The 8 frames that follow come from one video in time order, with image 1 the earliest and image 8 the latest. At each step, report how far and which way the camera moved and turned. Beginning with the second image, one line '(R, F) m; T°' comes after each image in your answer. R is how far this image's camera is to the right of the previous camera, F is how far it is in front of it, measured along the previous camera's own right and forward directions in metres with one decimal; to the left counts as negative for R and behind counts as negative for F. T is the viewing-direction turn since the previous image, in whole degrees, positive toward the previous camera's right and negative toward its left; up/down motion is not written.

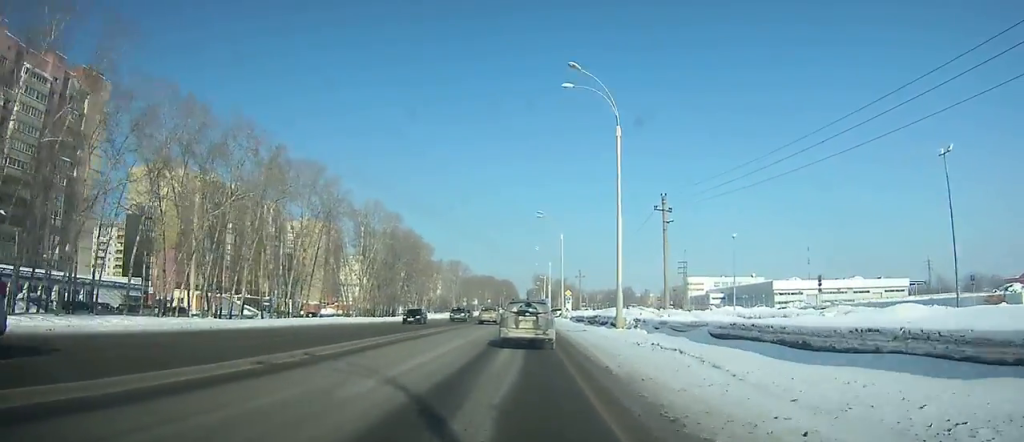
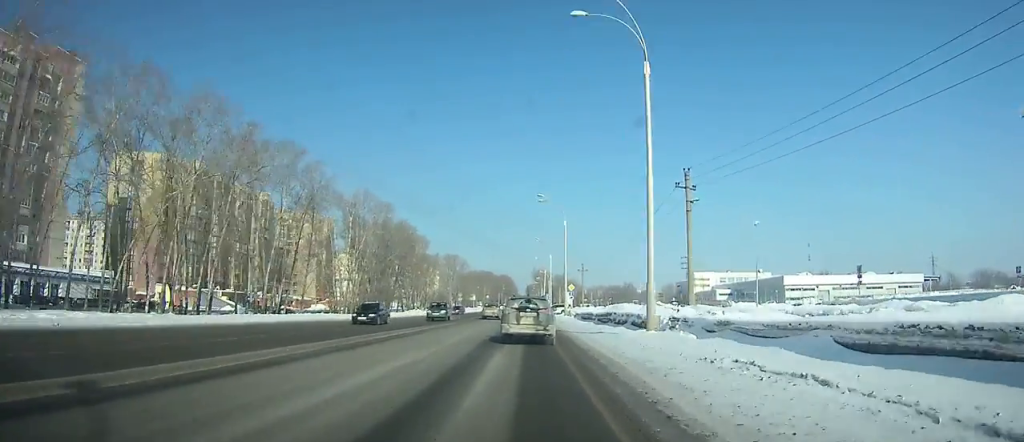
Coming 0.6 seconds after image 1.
(0.0, +5.8) m; 0°
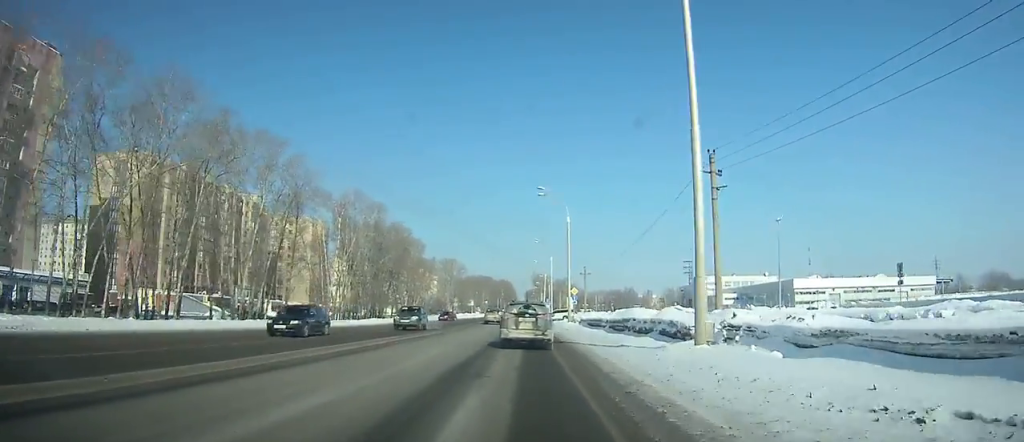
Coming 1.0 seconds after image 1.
(0.0, +4.8) m; 0°
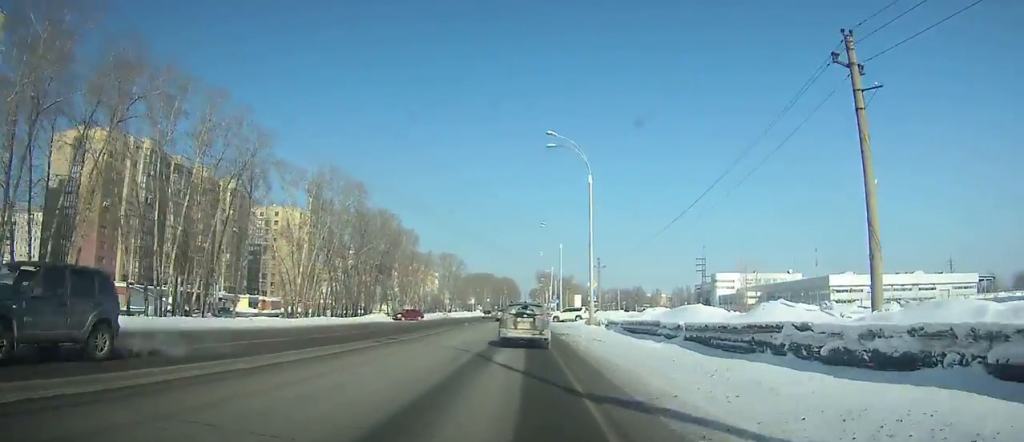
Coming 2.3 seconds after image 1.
(0.0, +12.4) m; 0°
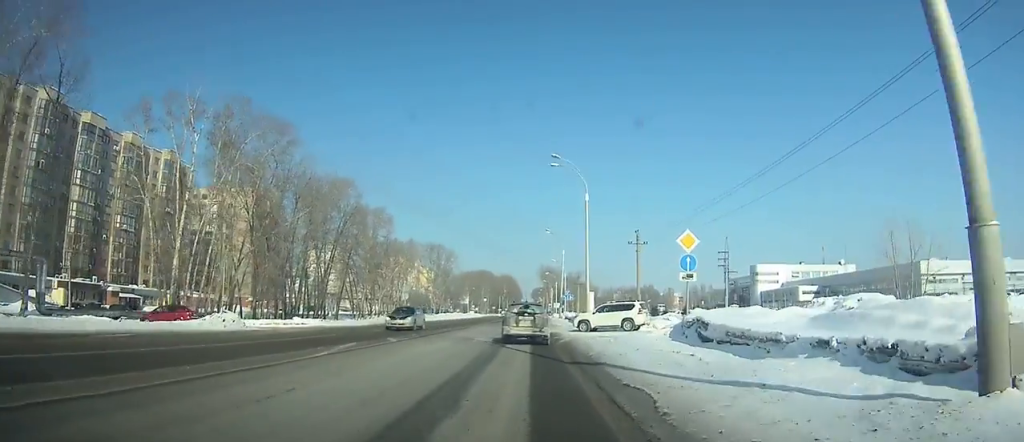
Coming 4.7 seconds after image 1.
(0.0, +23.9) m; 0°
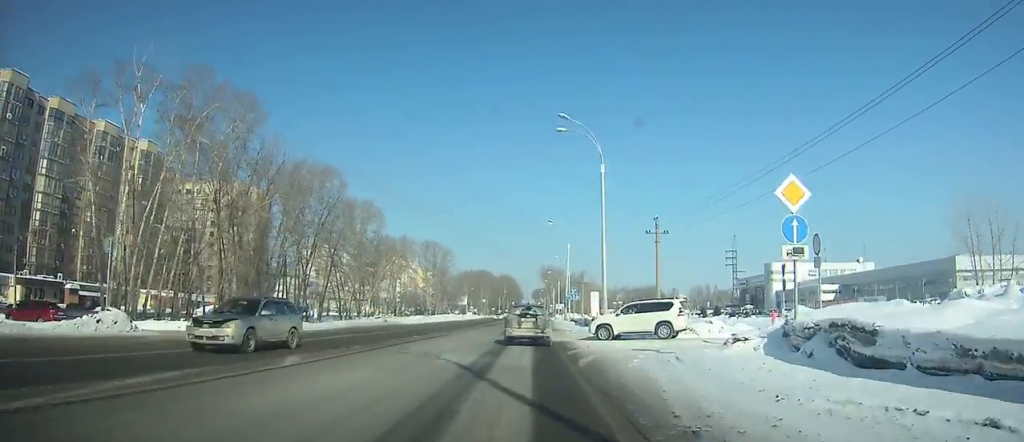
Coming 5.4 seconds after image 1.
(0.0, +6.5) m; 0°
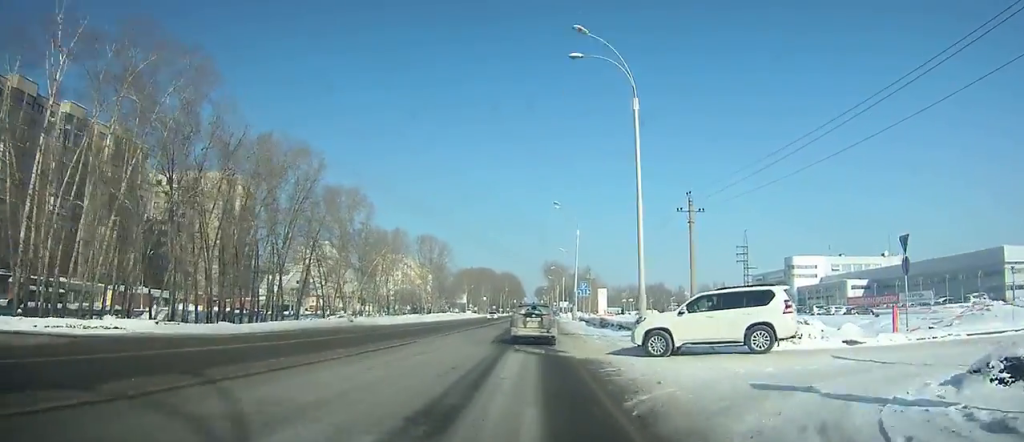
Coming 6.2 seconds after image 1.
(0.0, +7.3) m; 0°
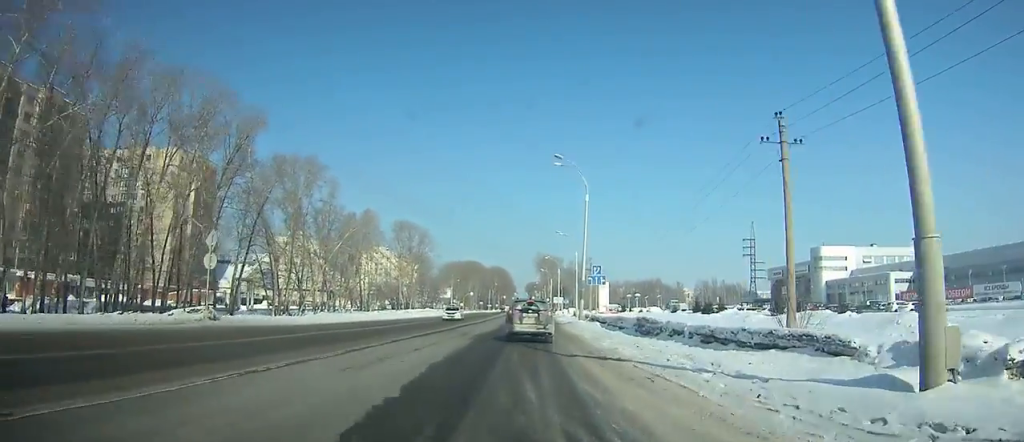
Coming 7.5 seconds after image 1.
(0.0, +11.5) m; 0°
